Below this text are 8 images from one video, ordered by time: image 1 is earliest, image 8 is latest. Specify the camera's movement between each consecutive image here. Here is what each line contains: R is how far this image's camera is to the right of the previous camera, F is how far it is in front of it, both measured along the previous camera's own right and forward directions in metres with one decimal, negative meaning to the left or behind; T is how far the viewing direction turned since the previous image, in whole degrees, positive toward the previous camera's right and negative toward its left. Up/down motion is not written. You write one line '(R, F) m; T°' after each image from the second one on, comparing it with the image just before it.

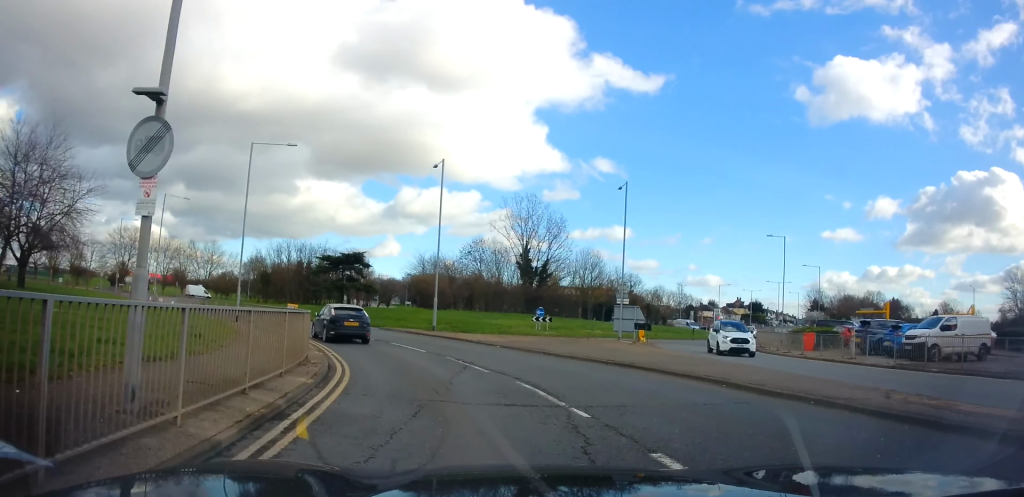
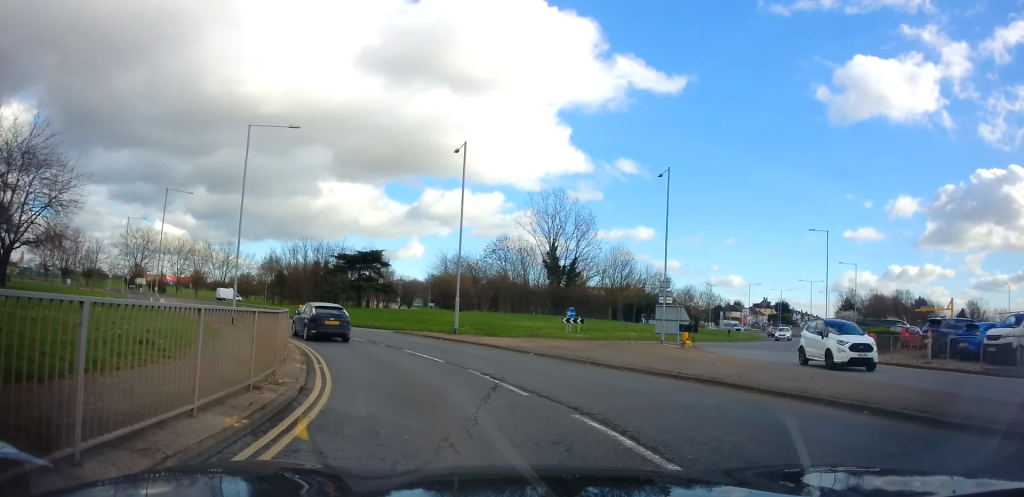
(0.0, +3.6) m; -2°
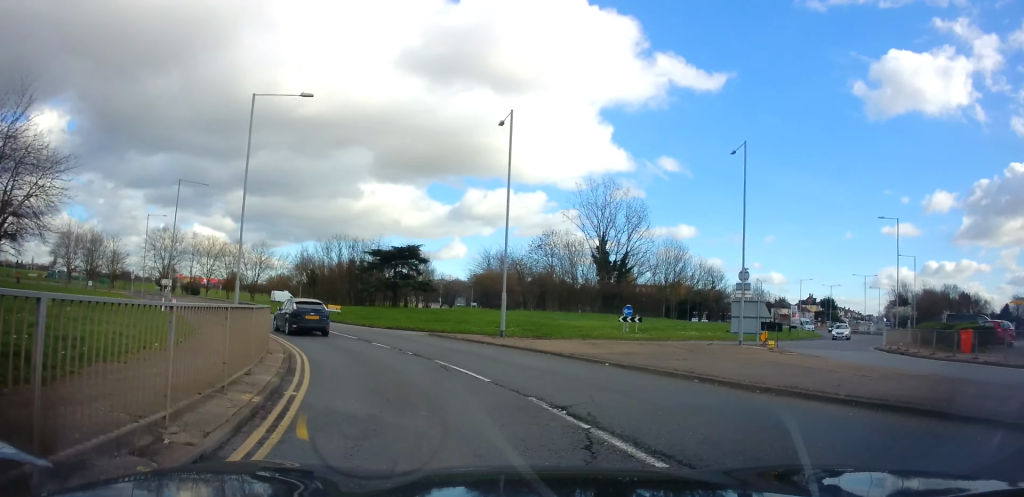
(+0.1, +4.8) m; -2°
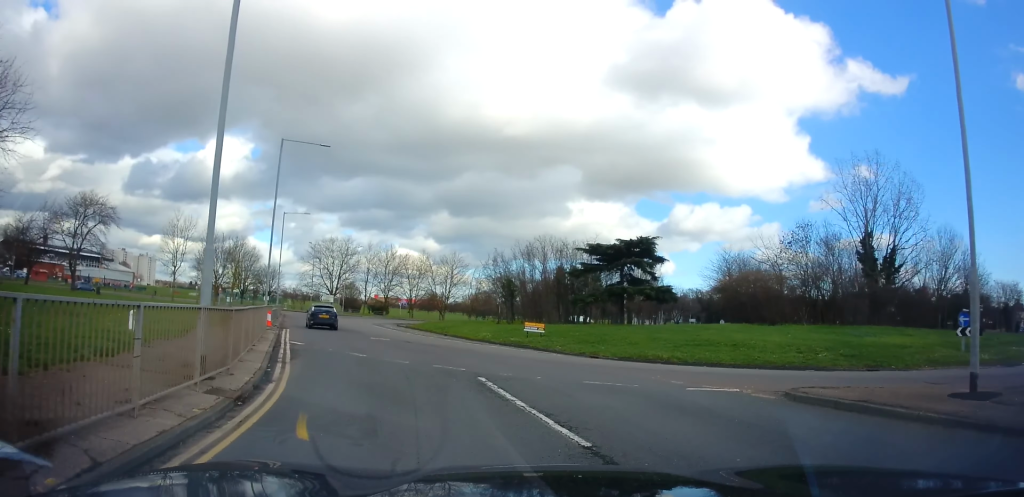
(-2.9, +16.5) m; -22°
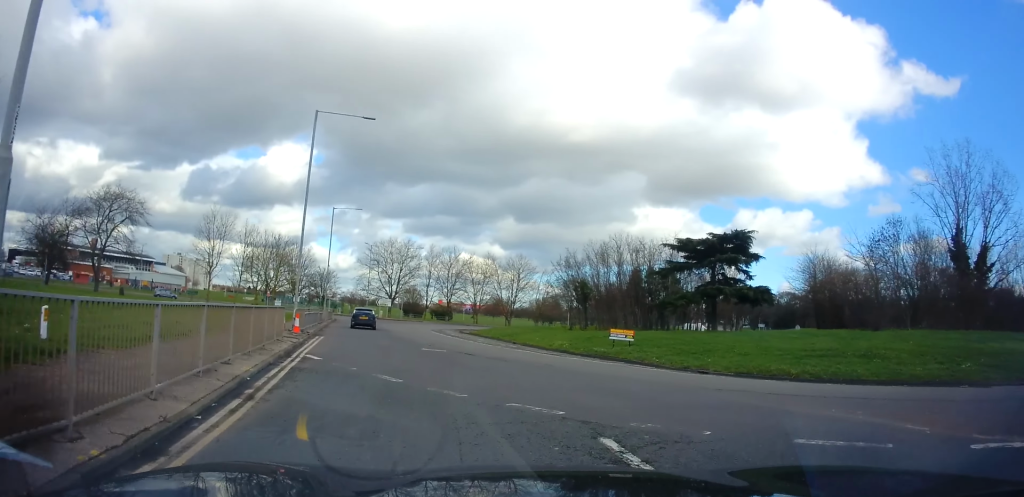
(-0.5, +5.5) m; -7°
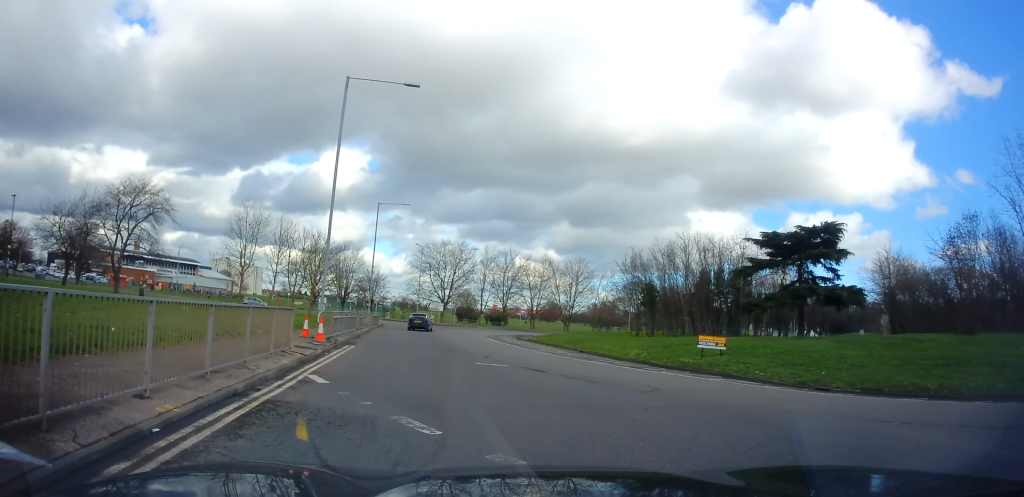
(-0.2, +4.5) m; -7°
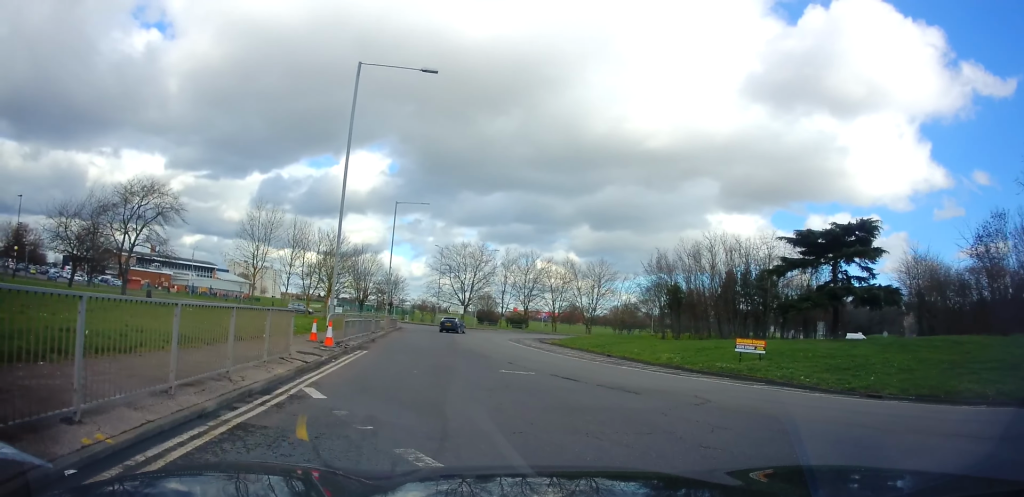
(-0.1, +1.6) m; -1°
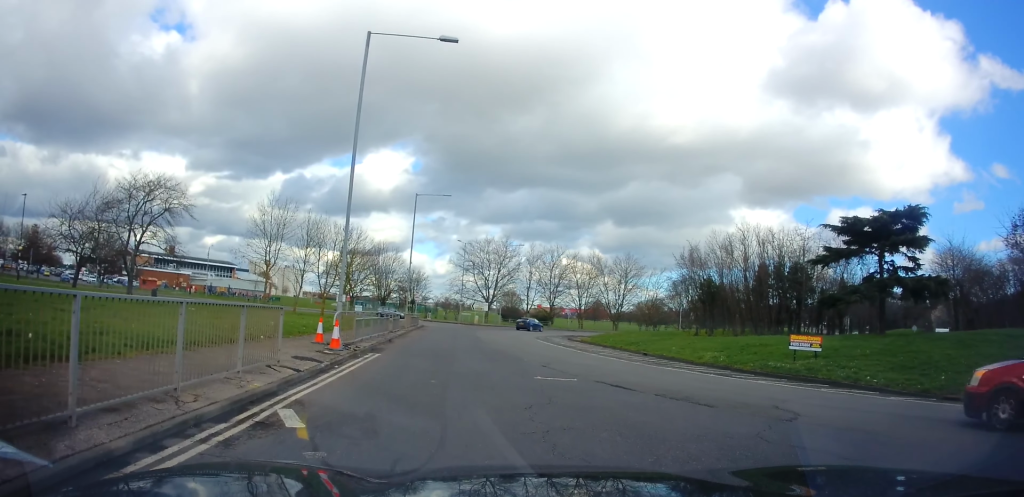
(0.0, +2.9) m; +4°
